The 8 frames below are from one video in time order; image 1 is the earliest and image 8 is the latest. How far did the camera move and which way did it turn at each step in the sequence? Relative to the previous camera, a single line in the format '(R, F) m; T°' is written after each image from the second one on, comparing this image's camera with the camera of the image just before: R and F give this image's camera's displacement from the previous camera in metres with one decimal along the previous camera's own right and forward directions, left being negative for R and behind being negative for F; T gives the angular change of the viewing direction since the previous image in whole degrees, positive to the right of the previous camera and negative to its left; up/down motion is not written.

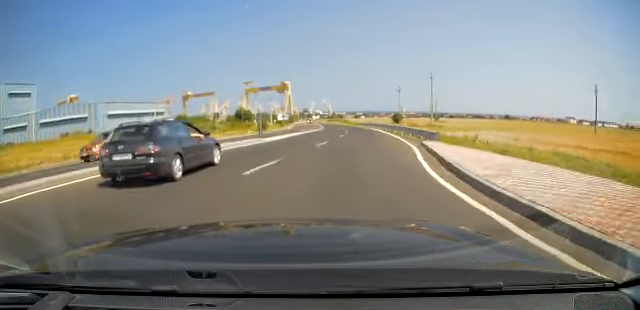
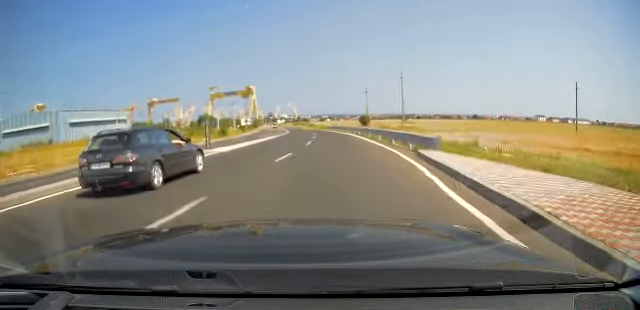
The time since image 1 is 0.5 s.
(+0.1, +5.1) m; +2°
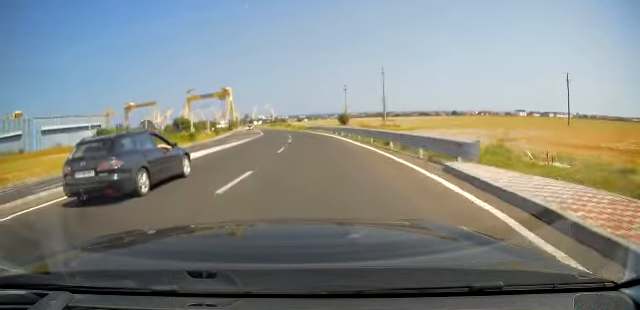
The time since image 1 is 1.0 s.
(0.0, +5.2) m; +2°
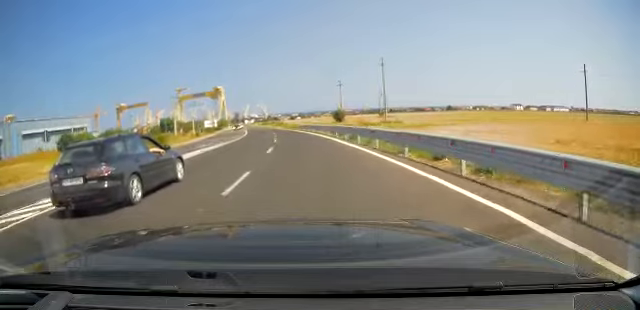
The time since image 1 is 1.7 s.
(+0.3, +8.7) m; +3°
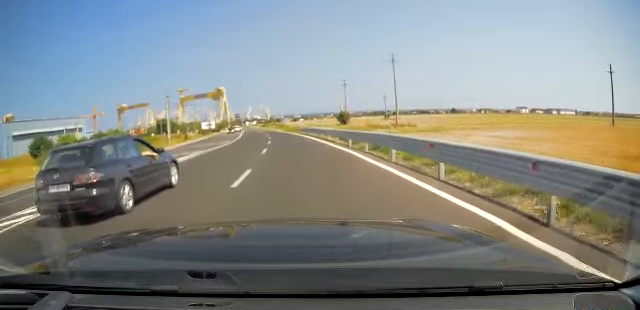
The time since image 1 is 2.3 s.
(+0.2, +7.5) m; +2°
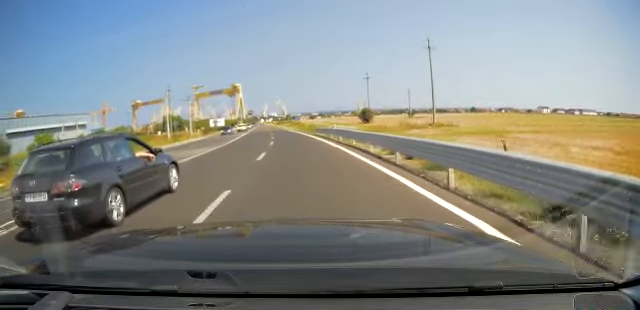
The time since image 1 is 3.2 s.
(+0.1, +12.4) m; -1°
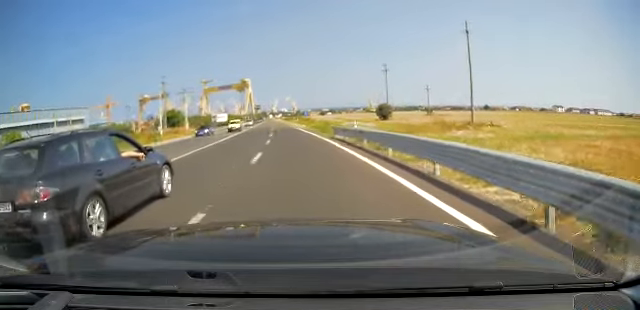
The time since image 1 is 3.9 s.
(-0.2, +11.0) m; -2°
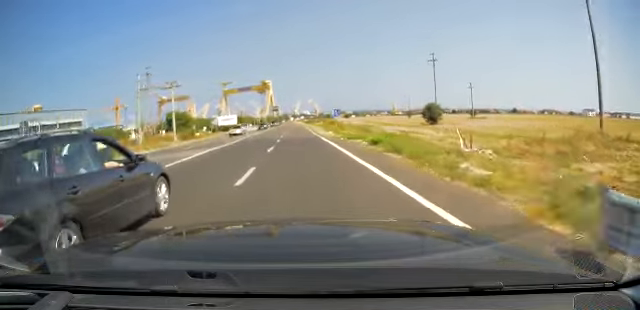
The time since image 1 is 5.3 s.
(-0.6, +21.6) m; -3°
